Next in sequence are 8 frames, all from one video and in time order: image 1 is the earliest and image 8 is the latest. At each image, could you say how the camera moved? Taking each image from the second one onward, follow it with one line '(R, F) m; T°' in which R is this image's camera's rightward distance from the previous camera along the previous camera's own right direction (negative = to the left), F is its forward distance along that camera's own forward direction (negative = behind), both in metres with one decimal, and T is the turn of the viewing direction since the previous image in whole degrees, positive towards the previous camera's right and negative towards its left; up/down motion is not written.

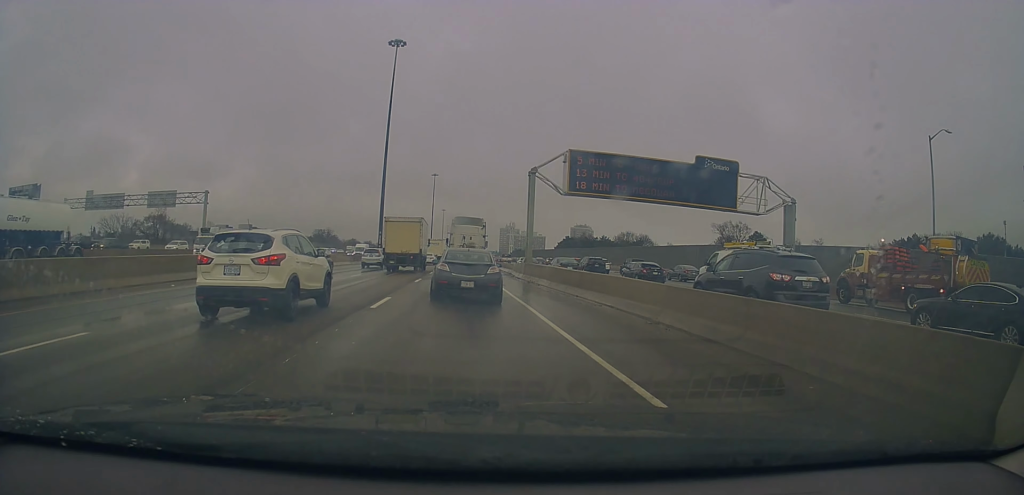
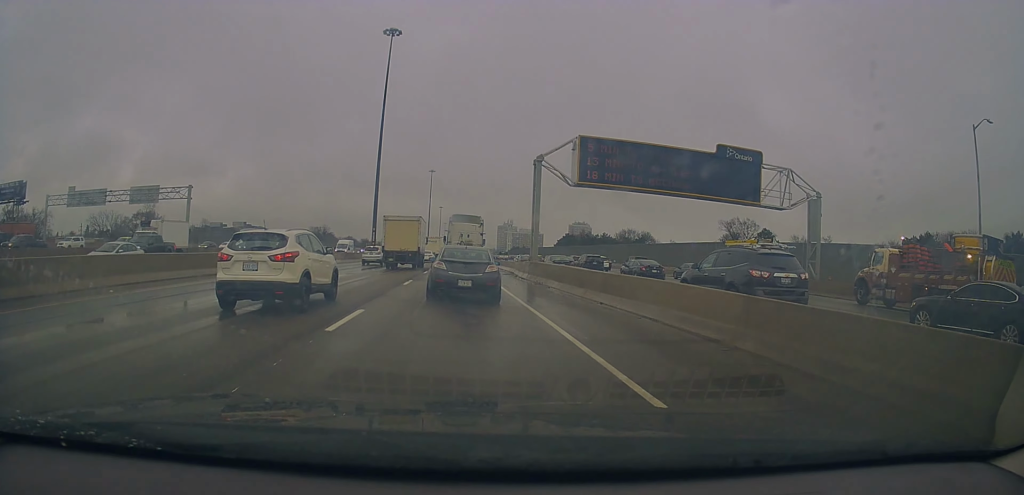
(+0.1, +3.8) m; 0°
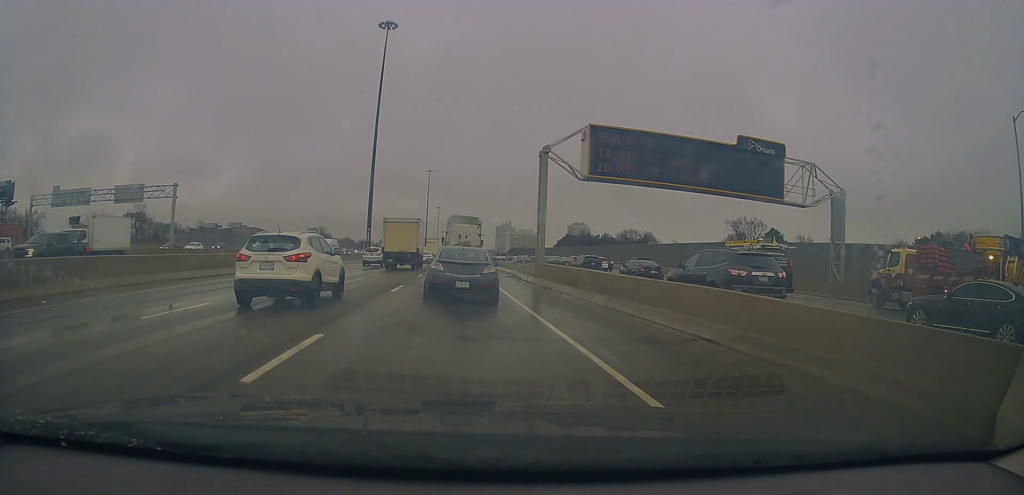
(-0.2, +3.6) m; -1°
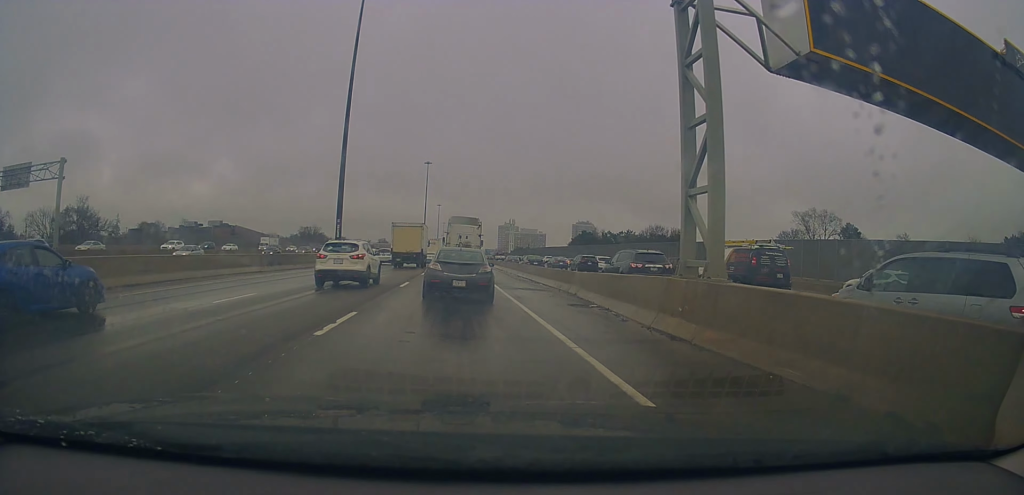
(-0.1, +21.4) m; -1°
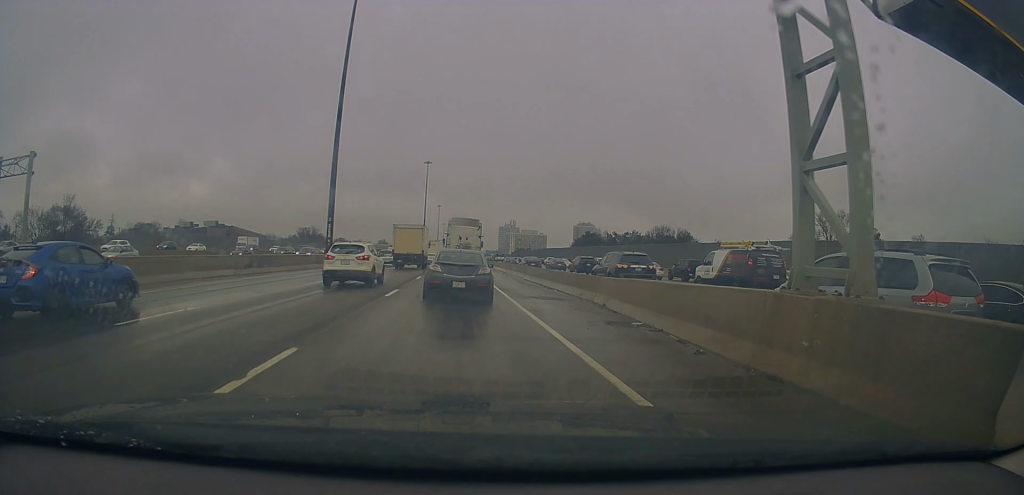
(-0.1, +4.1) m; -1°
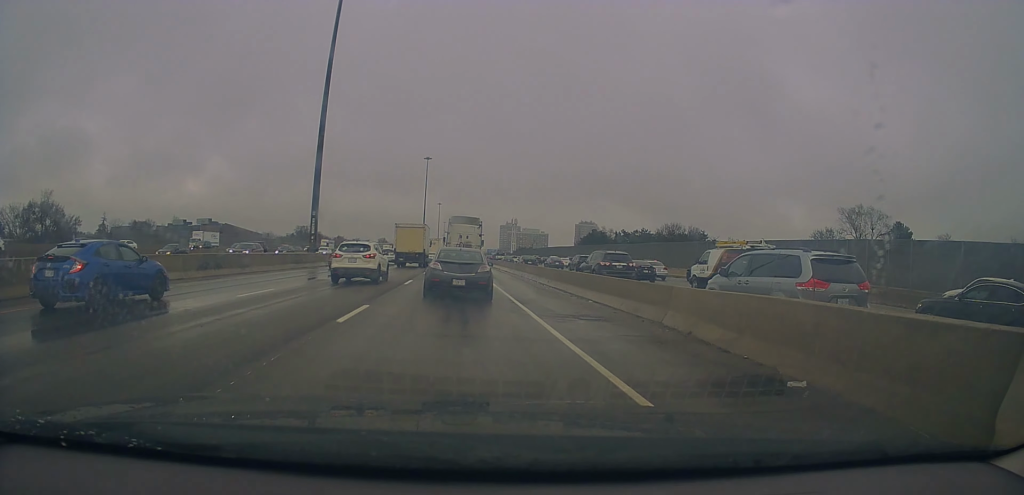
(0.0, +6.4) m; +2°
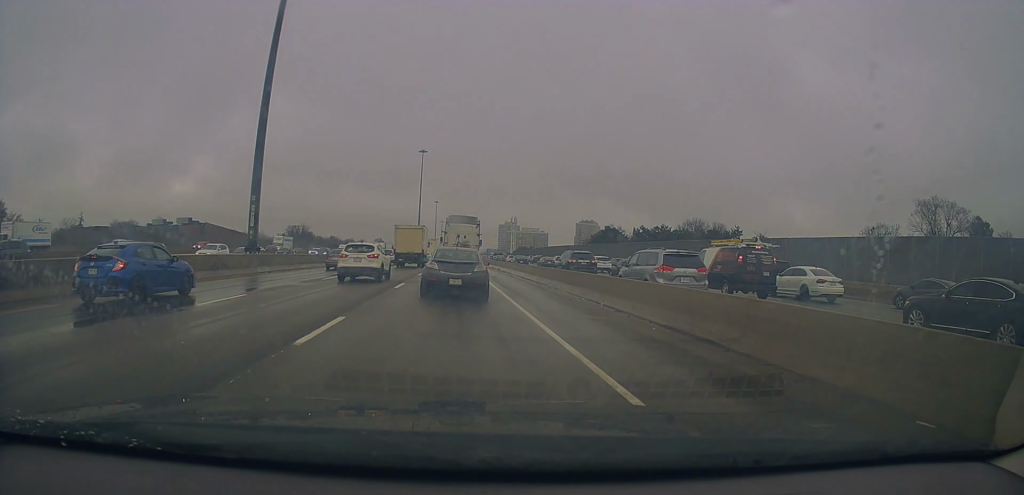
(+0.4, +14.3) m; 0°
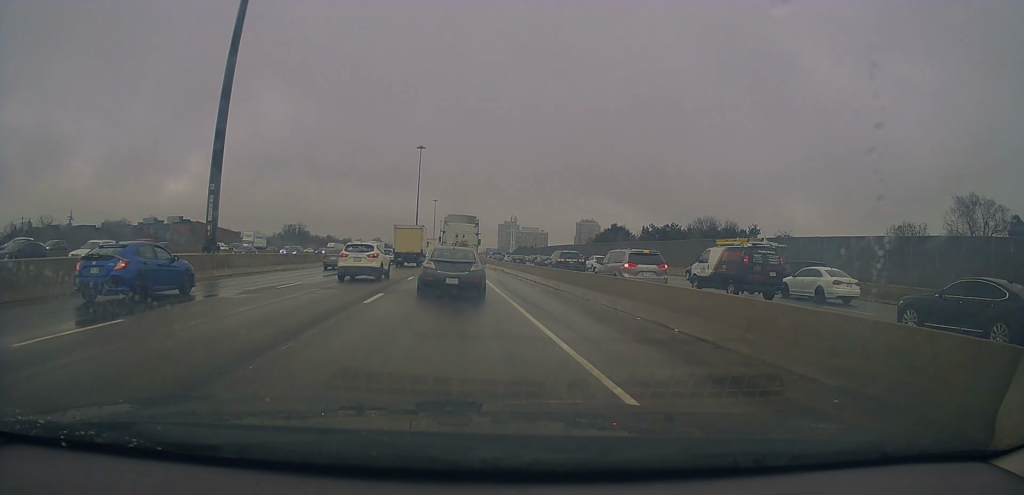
(-0.2, +6.4) m; -1°
